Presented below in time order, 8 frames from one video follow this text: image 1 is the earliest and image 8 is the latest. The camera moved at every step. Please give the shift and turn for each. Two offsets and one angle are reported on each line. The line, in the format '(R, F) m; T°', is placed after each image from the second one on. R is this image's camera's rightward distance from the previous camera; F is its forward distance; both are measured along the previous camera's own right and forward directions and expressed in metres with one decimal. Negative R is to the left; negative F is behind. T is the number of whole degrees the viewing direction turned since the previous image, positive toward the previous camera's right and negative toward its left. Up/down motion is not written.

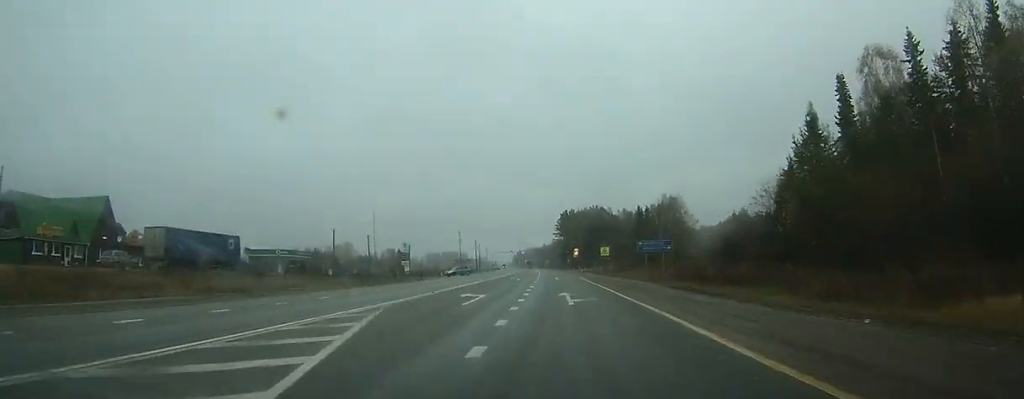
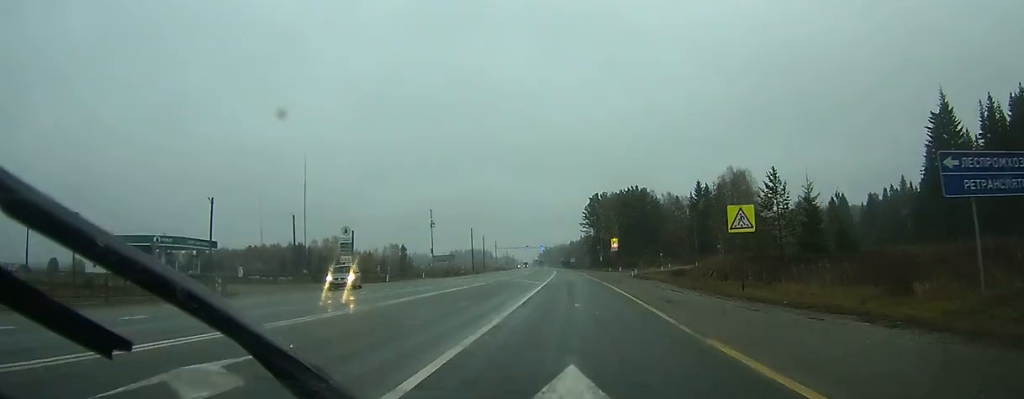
(-0.7, +48.6) m; -2°
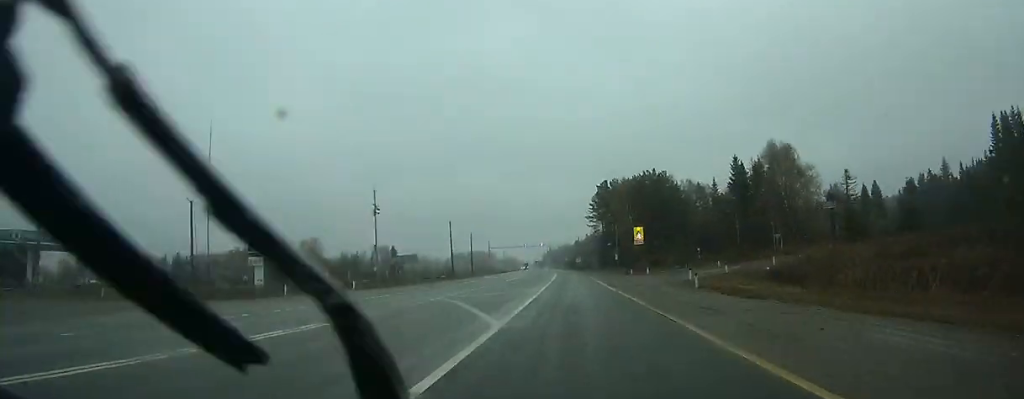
(-0.2, +26.2) m; -1°
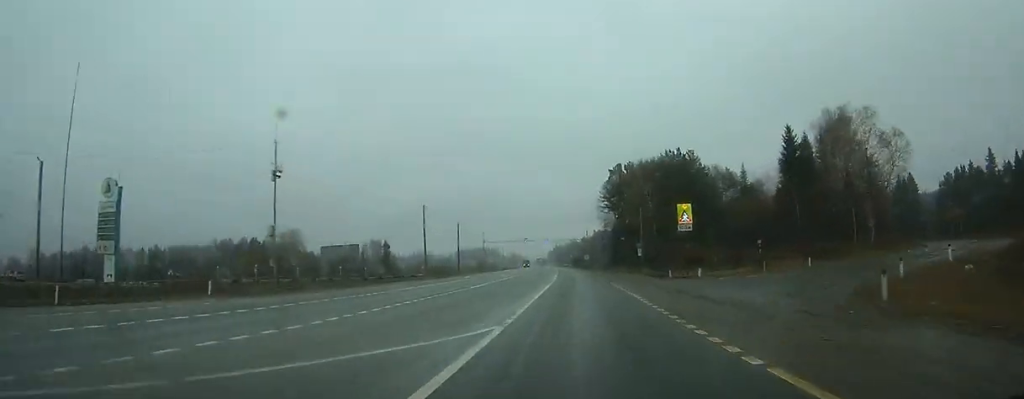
(-0.1, +21.8) m; 0°
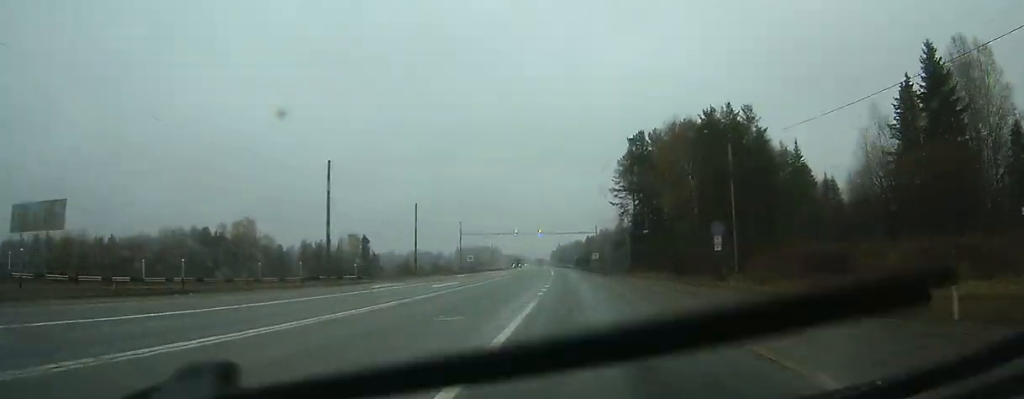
(-0.2, +32.0) m; -1°
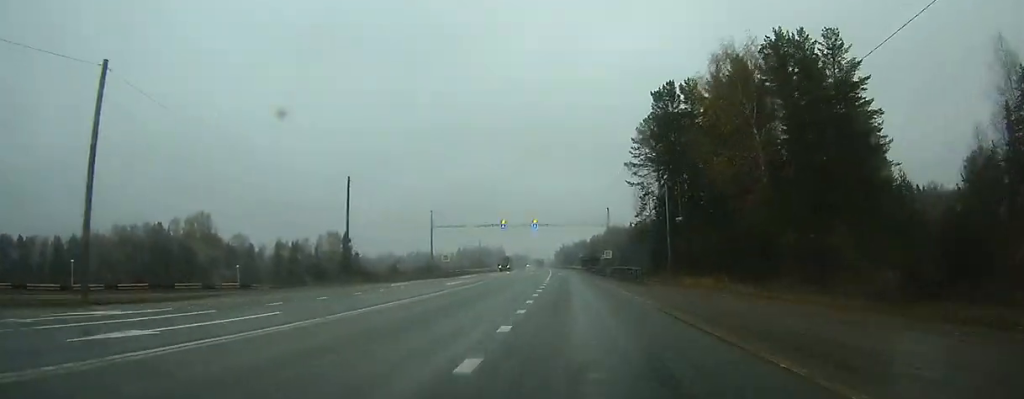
(0.0, +24.7) m; -1°
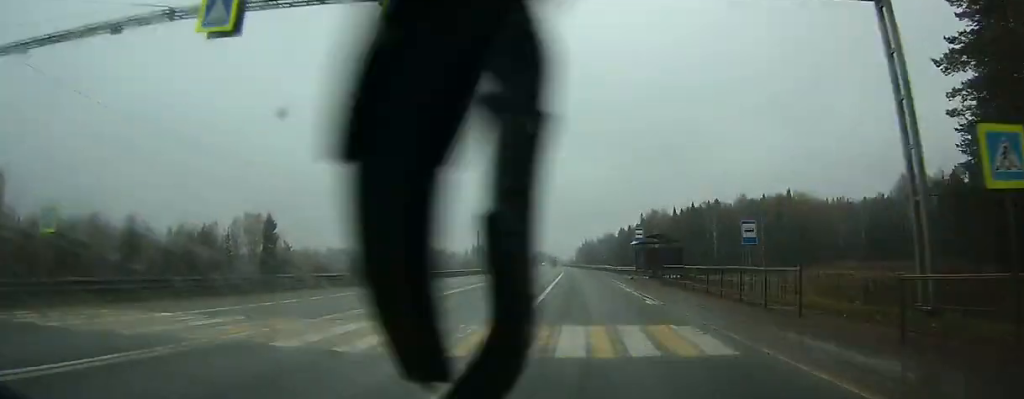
(-1.2, +69.2) m; -2°
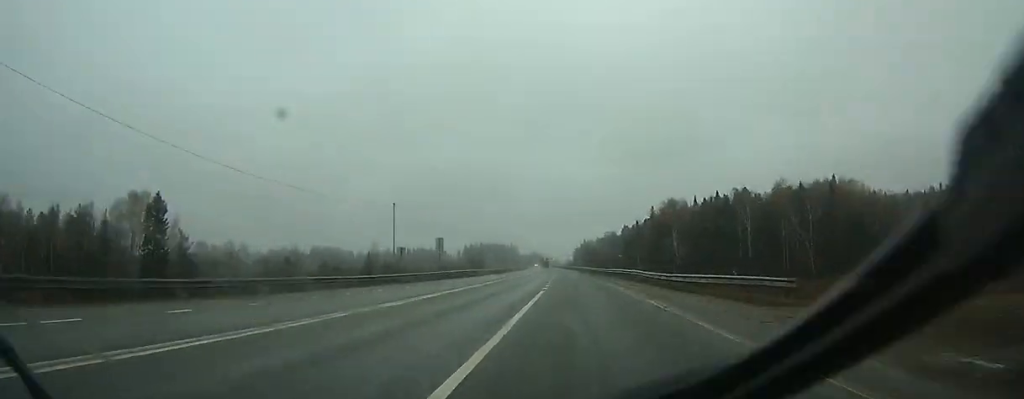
(-0.3, +42.1) m; -1°
